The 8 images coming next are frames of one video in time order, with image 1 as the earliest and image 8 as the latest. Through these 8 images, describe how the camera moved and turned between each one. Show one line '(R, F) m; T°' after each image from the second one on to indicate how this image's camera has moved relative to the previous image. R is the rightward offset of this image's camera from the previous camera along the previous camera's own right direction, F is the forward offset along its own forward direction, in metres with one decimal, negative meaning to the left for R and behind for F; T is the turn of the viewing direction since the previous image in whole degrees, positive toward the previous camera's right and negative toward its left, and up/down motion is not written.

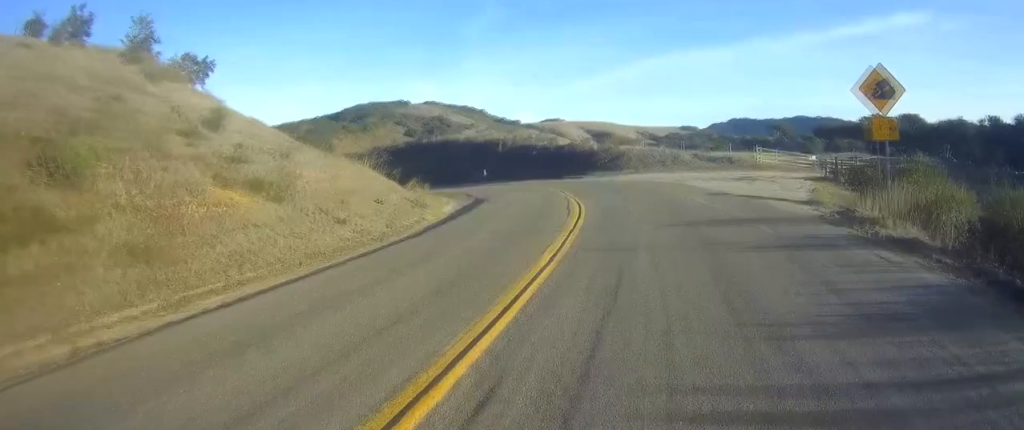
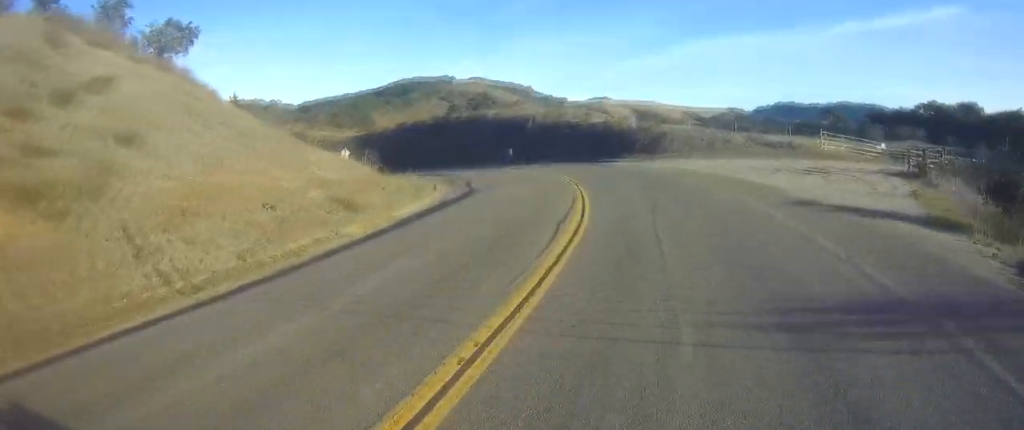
(-0.6, +8.7) m; -3°
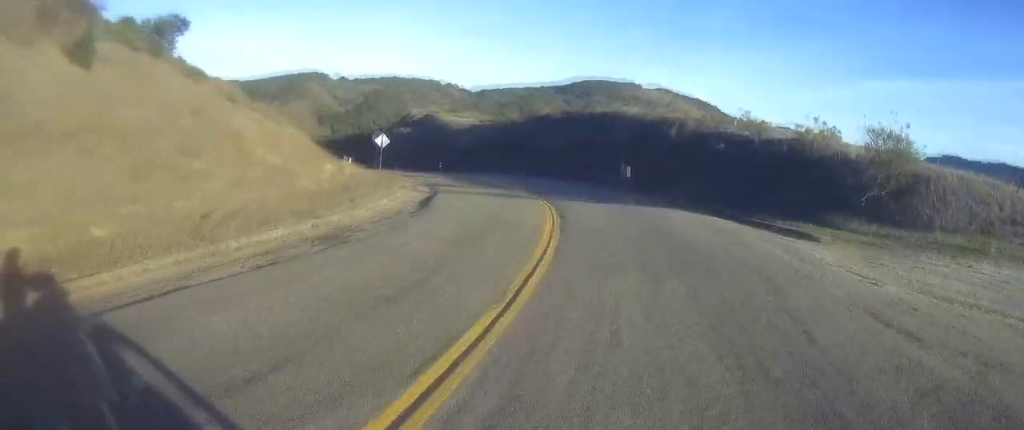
(-0.9, +27.7) m; -8°
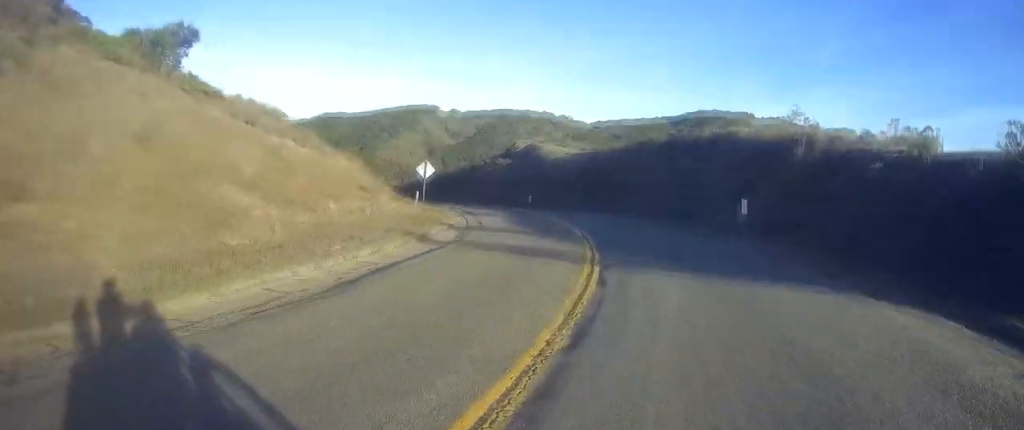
(-0.9, +11.1) m; -10°
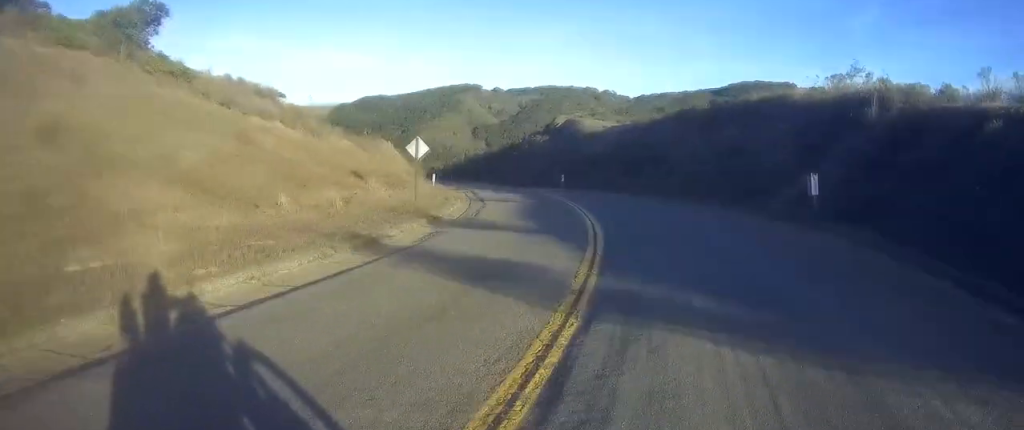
(-0.3, +6.8) m; -7°
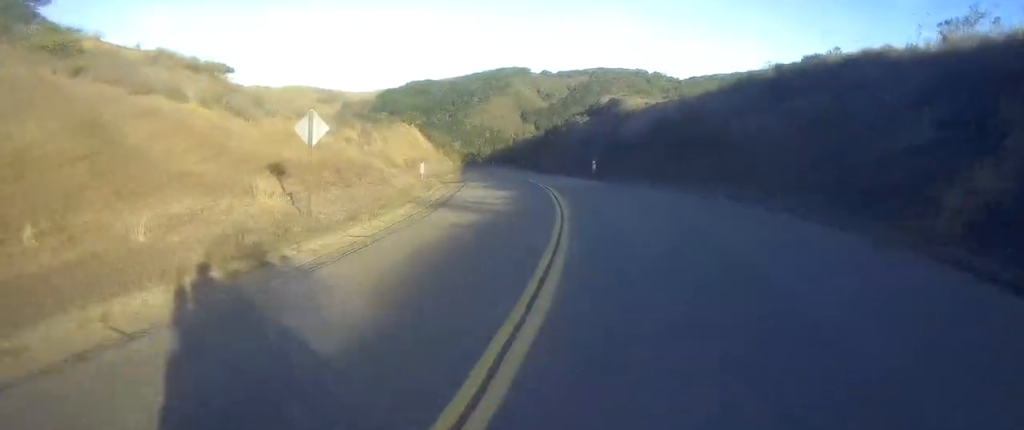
(-1.1, +12.7) m; -11°
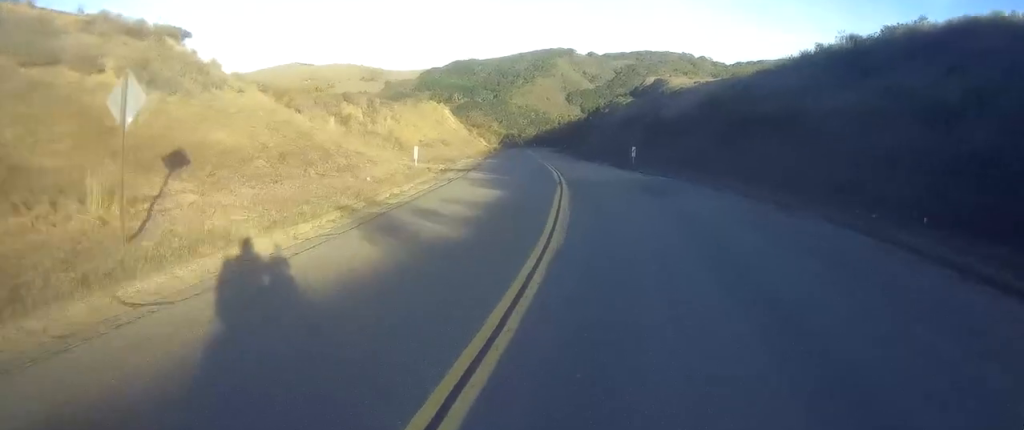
(-0.9, +9.0) m; -6°
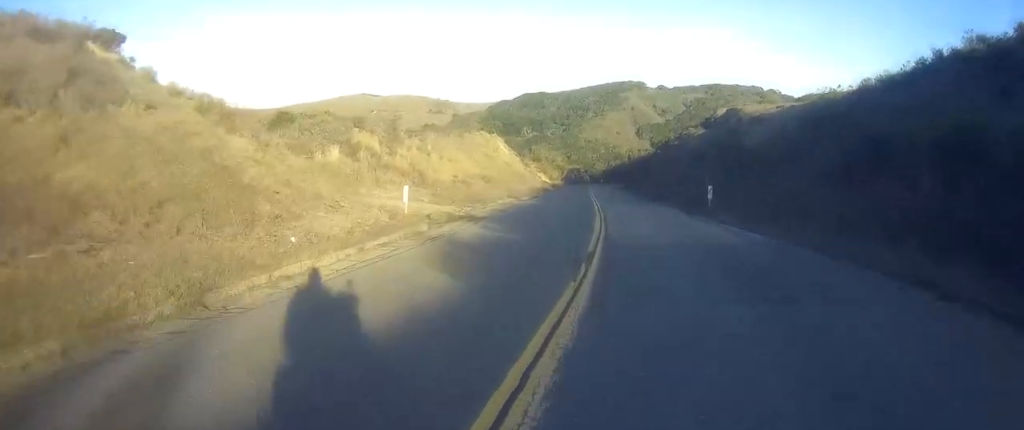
(-0.4, +10.5) m; -5°
